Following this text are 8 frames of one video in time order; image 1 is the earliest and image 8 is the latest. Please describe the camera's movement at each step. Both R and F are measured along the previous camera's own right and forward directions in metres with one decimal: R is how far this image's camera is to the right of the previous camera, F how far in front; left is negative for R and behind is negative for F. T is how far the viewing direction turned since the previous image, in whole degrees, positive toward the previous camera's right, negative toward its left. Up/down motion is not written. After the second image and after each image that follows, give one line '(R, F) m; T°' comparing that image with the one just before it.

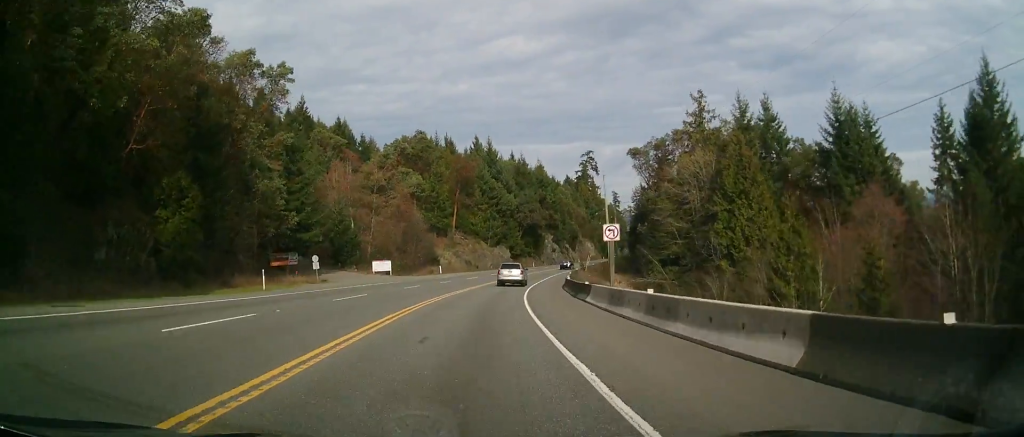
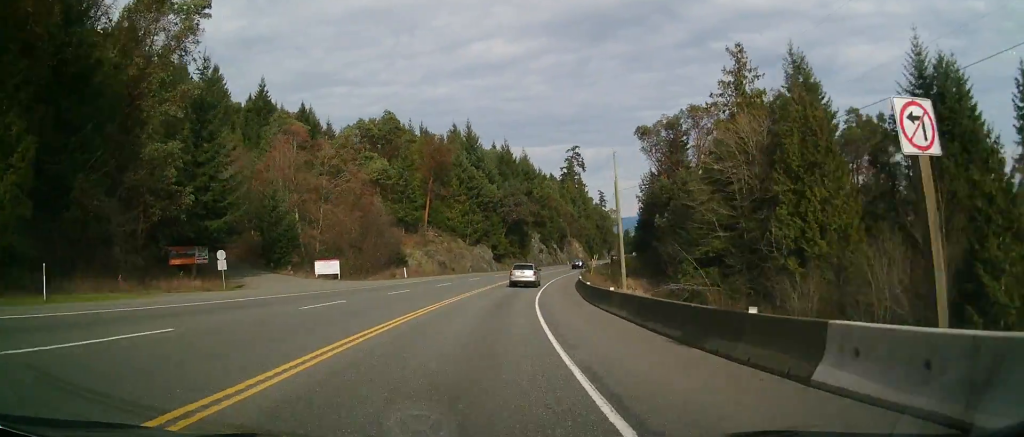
(0.0, +18.6) m; +2°
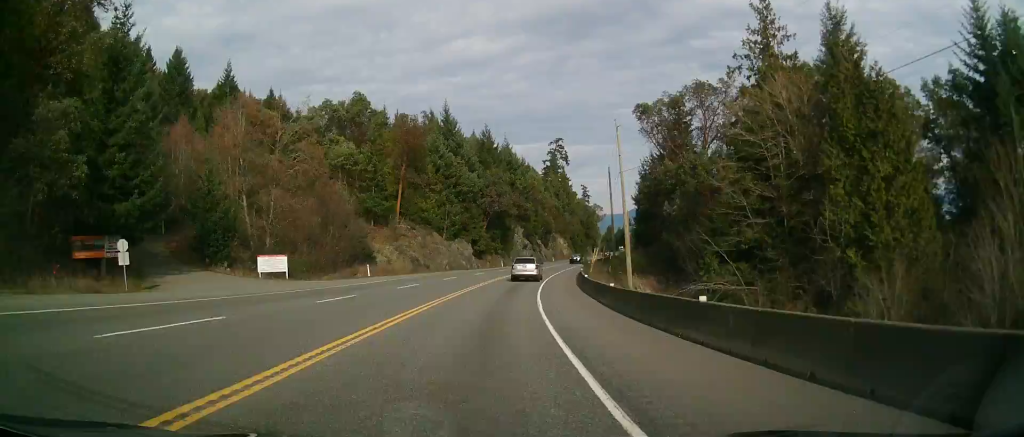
(-0.5, +11.0) m; +2°
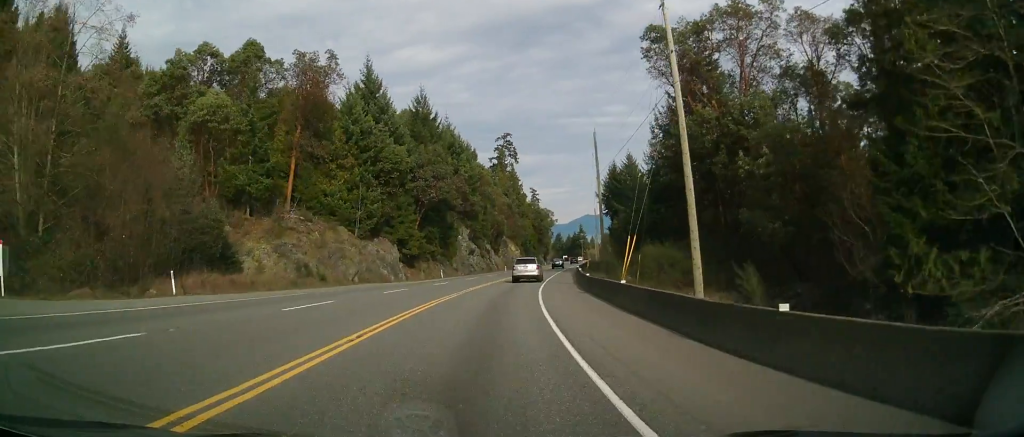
(+2.2, +28.6) m; +5°
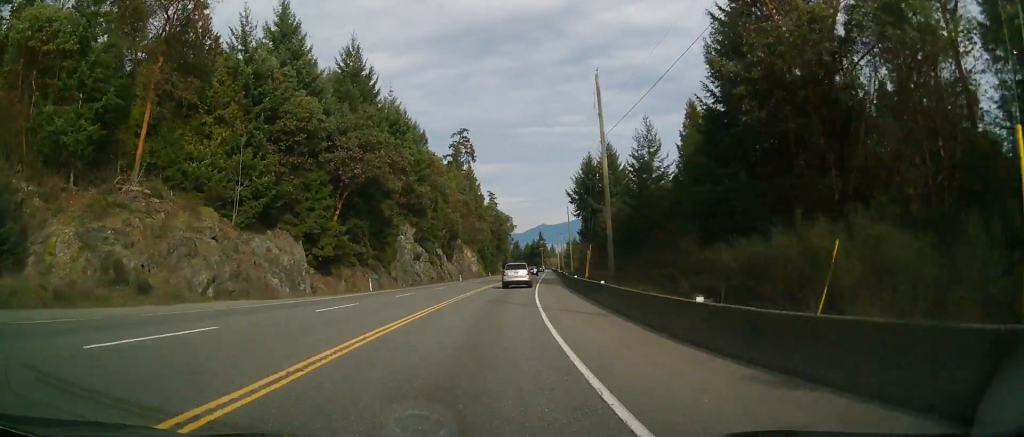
(0.0, +21.8) m; 0°
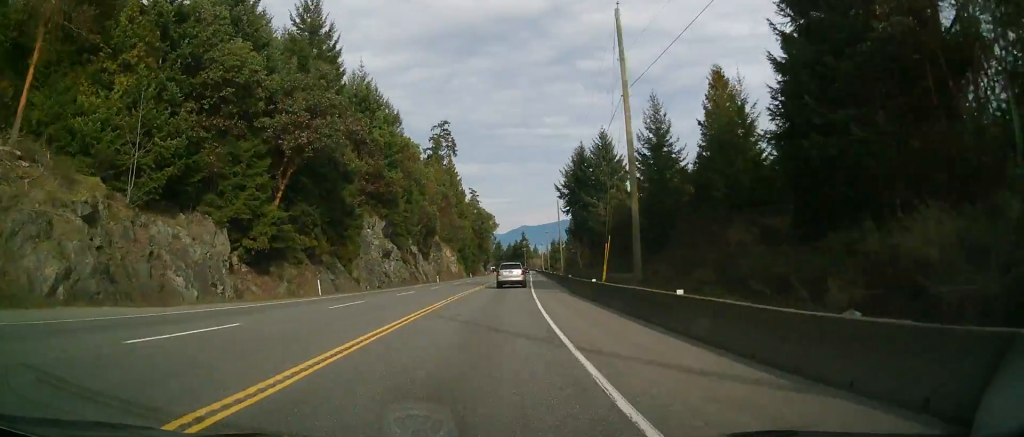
(0.0, +11.3) m; 0°
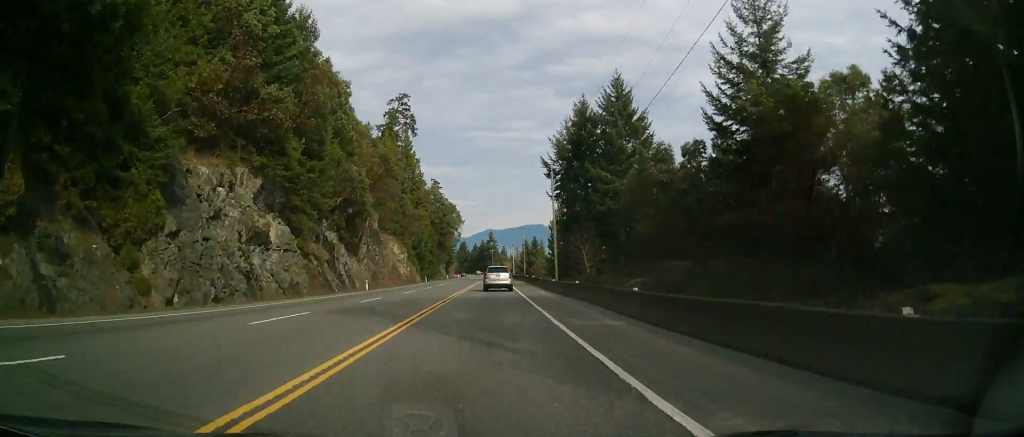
(0.0, +32.8) m; +5°
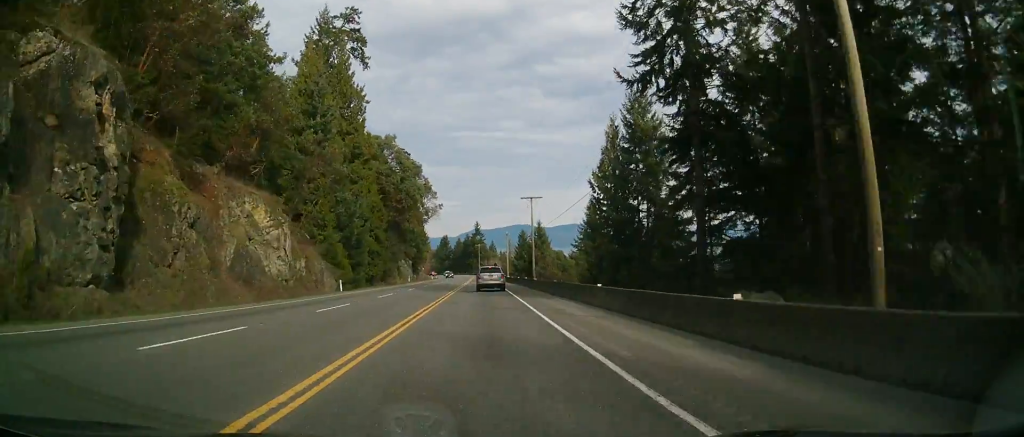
(+5.9, +56.2) m; +7°
